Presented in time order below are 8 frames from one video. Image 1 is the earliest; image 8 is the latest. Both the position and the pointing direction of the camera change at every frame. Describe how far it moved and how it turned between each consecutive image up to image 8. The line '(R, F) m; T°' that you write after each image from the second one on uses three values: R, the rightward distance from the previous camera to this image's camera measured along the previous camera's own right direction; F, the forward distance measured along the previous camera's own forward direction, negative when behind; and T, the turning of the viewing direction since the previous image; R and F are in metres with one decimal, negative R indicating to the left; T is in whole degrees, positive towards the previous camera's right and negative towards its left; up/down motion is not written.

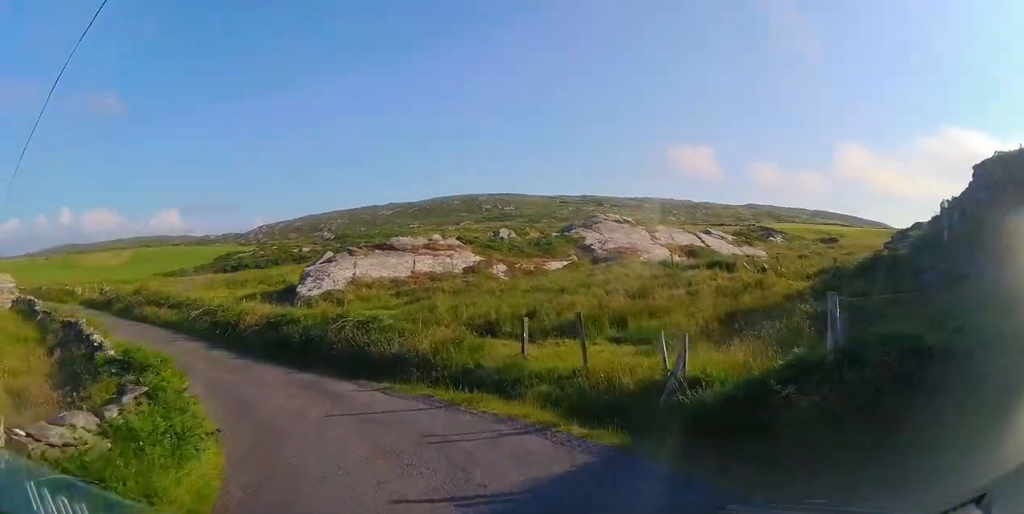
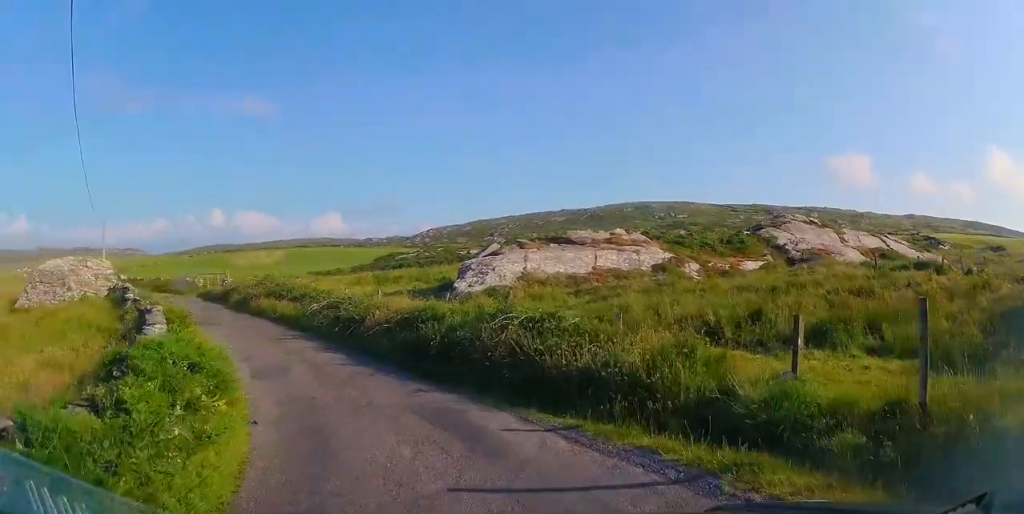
(-0.8, +4.3) m; -19°
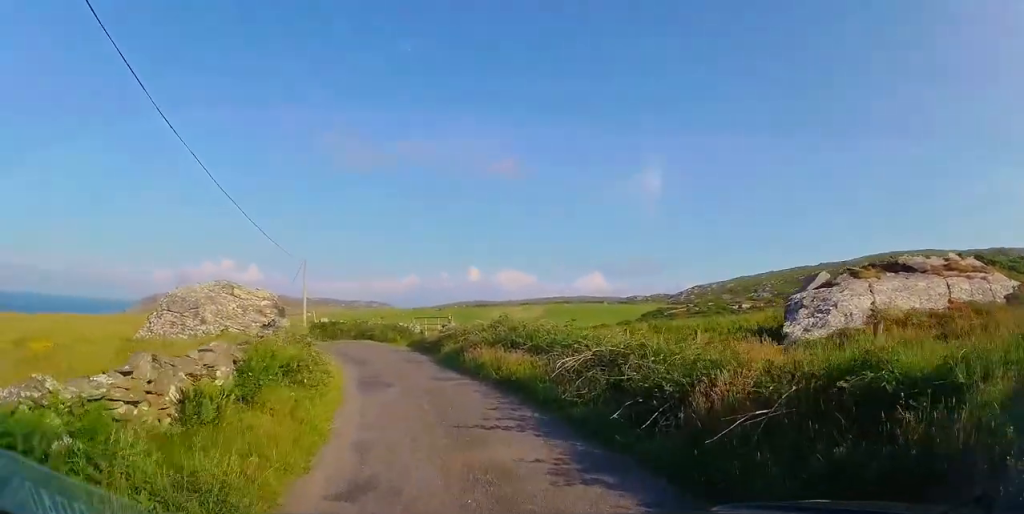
(-1.8, +7.3) m; -25°
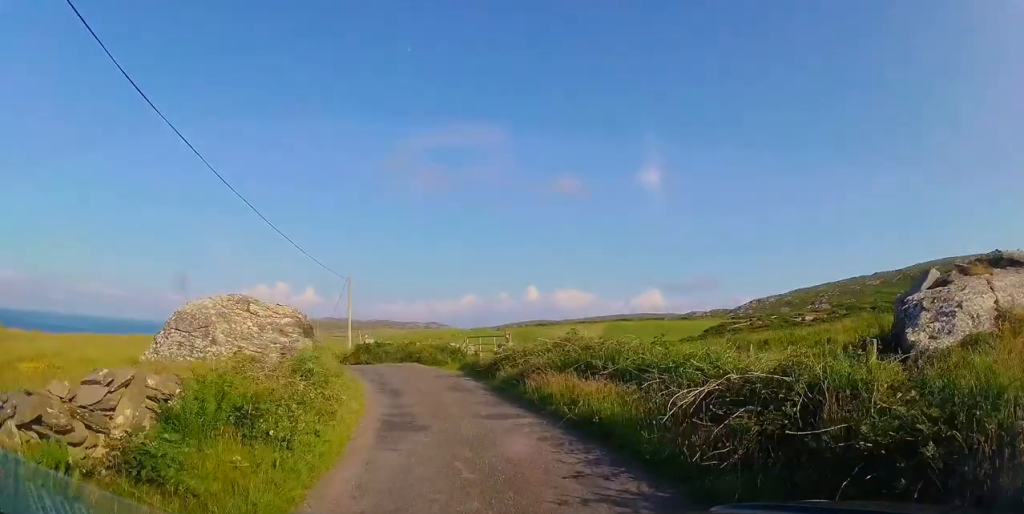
(-0.3, +2.8) m; -5°
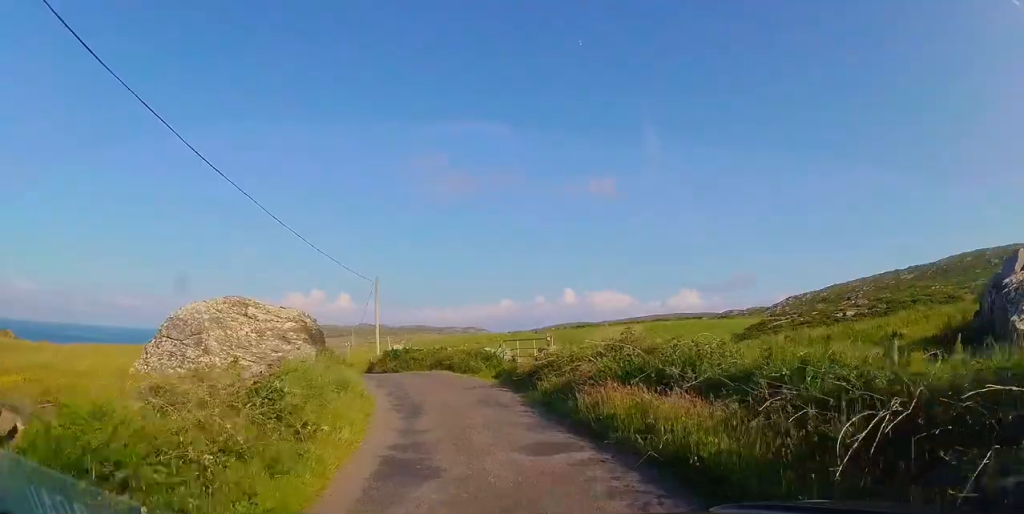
(0.0, +2.3) m; -4°
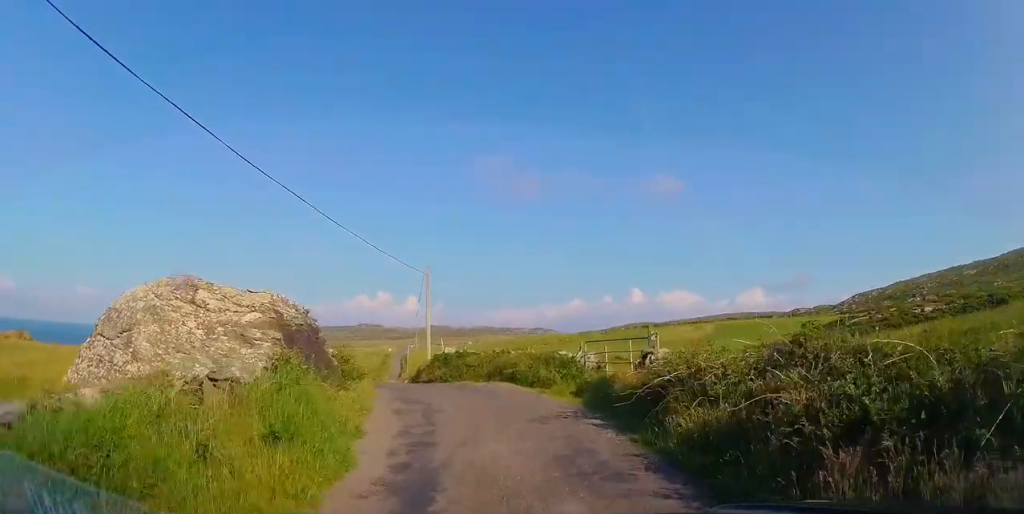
(-0.3, +5.4) m; -7°
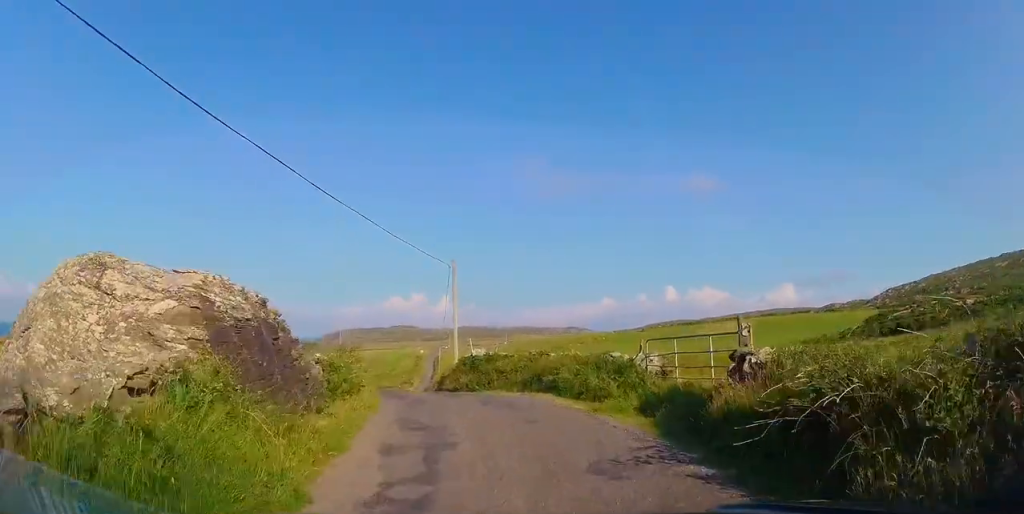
(-0.3, +3.6) m; -4°
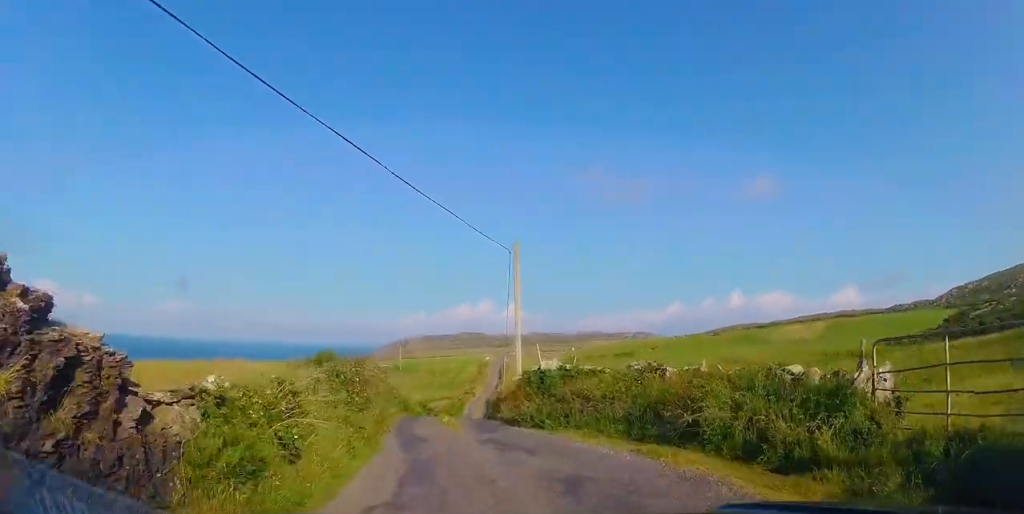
(-0.4, +6.6) m; -6°
